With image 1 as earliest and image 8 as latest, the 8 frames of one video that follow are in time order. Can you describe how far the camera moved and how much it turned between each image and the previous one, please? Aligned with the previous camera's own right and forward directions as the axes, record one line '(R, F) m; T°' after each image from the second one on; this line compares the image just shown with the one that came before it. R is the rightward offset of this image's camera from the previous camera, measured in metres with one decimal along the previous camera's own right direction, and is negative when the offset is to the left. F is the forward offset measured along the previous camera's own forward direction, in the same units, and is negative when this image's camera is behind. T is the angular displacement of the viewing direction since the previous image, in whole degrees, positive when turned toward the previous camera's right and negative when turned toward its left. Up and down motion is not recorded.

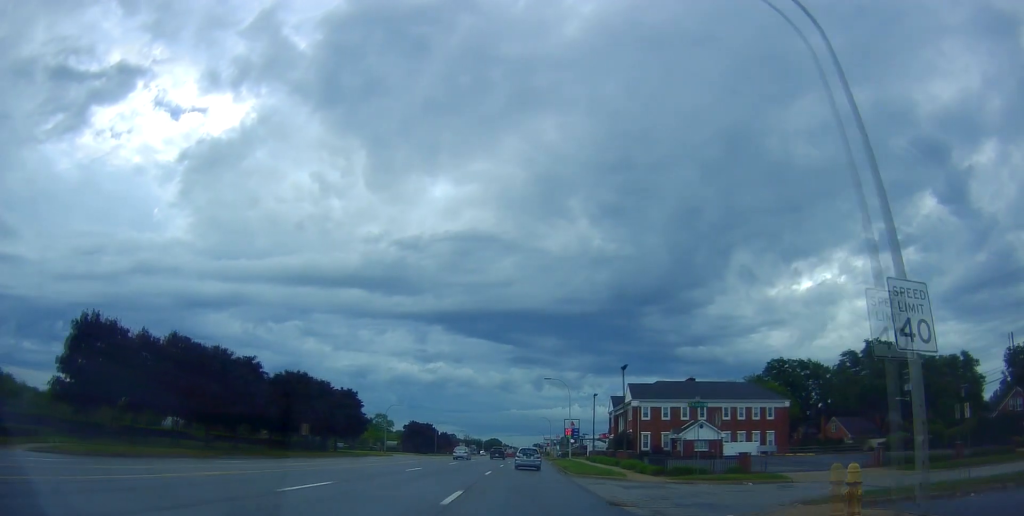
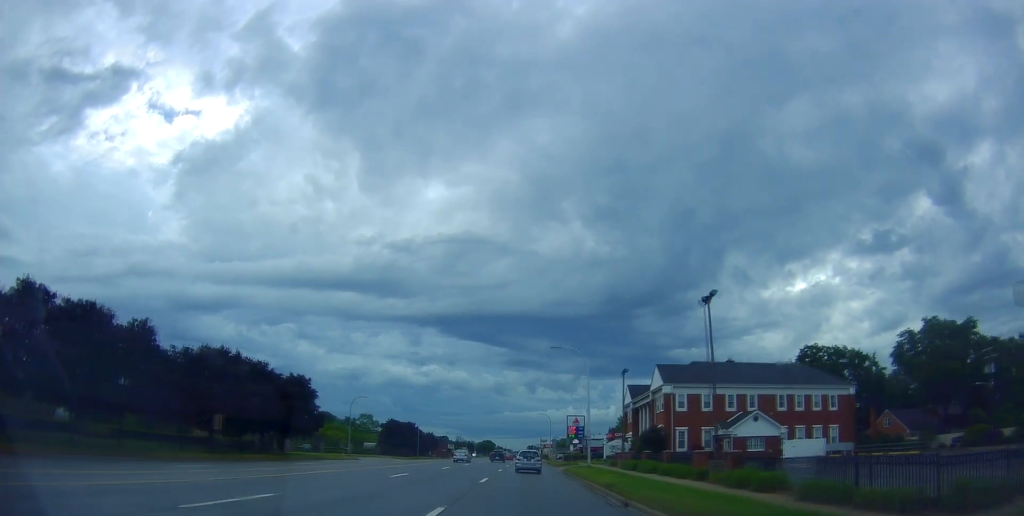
(-0.3, +20.3) m; 0°
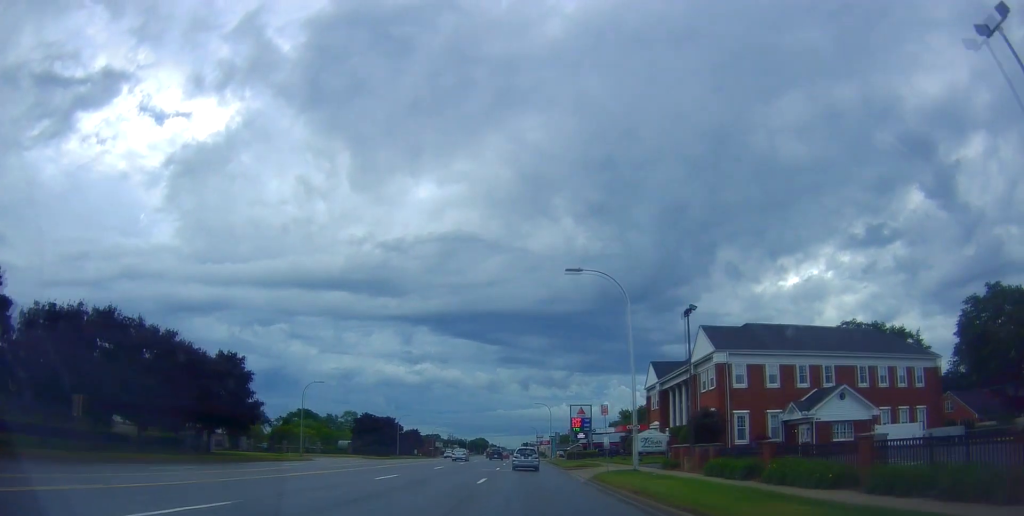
(+0.1, +18.1) m; 0°
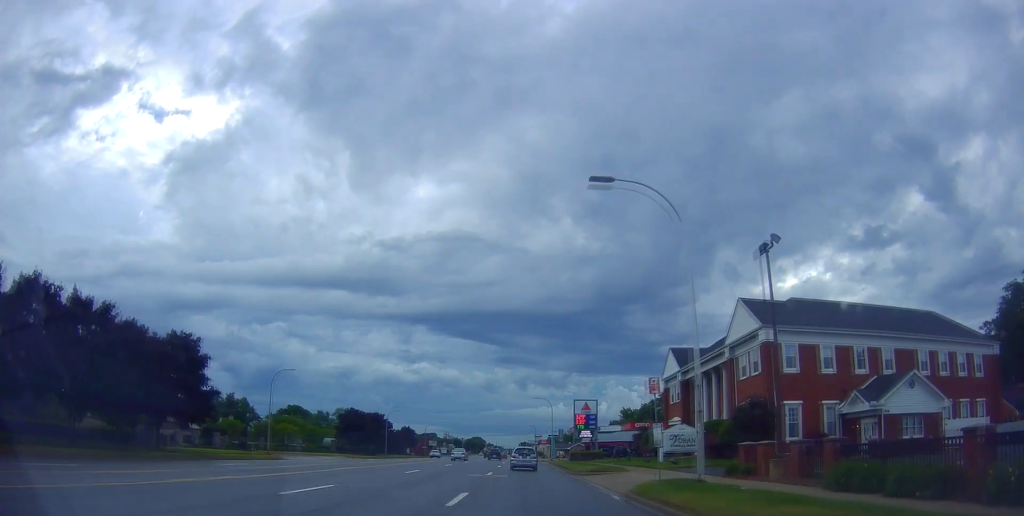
(-0.3, +9.2) m; 0°
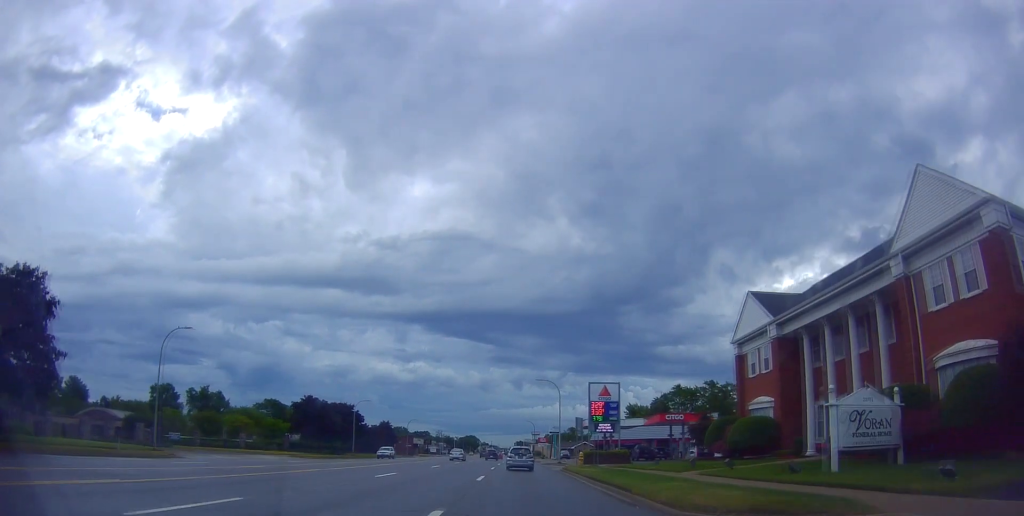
(+0.8, +21.1) m; +4°
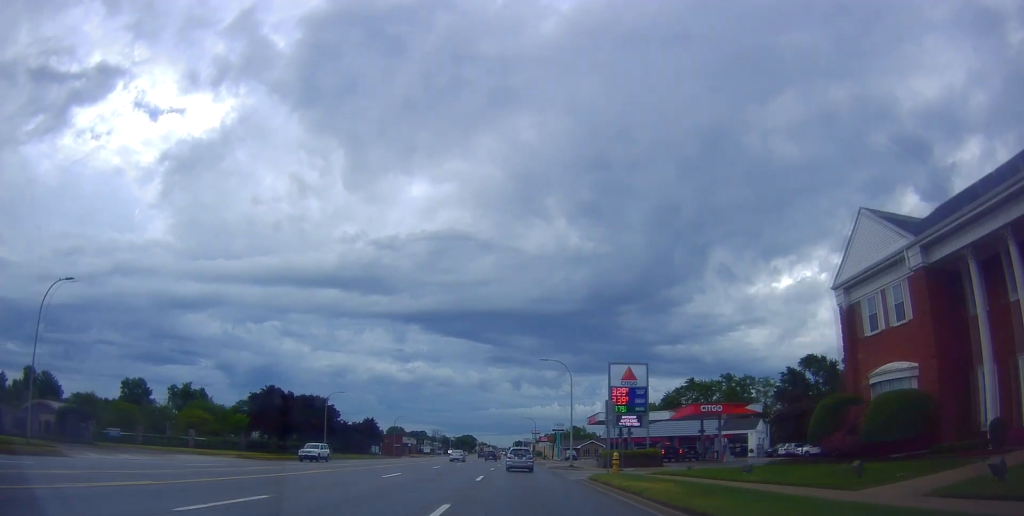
(+0.5, +14.1) m; 0°
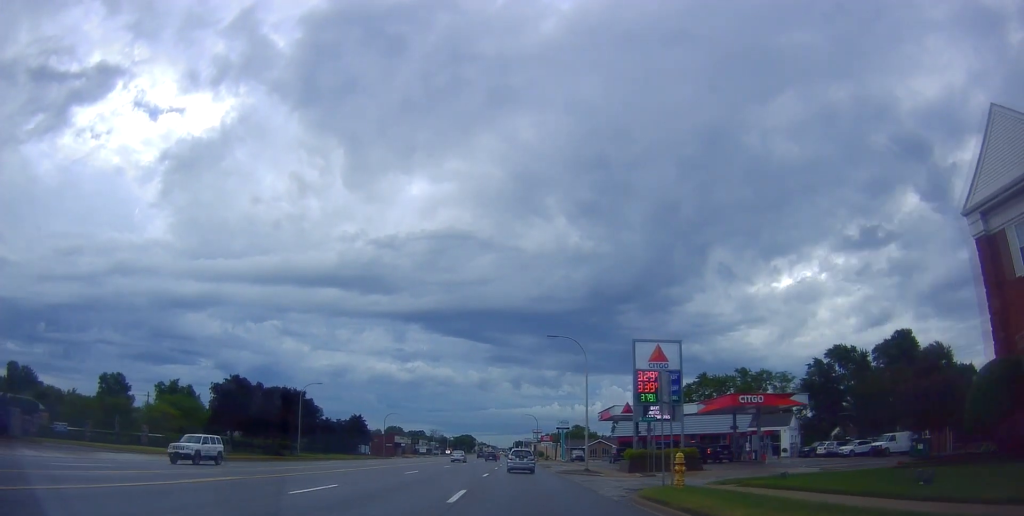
(-0.3, +10.2) m; -1°
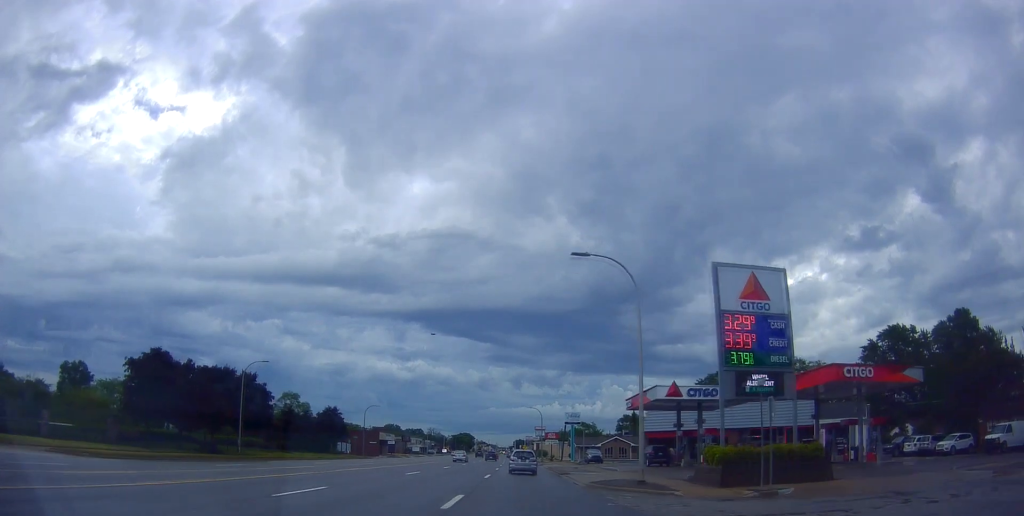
(-0.2, +16.4) m; -1°
